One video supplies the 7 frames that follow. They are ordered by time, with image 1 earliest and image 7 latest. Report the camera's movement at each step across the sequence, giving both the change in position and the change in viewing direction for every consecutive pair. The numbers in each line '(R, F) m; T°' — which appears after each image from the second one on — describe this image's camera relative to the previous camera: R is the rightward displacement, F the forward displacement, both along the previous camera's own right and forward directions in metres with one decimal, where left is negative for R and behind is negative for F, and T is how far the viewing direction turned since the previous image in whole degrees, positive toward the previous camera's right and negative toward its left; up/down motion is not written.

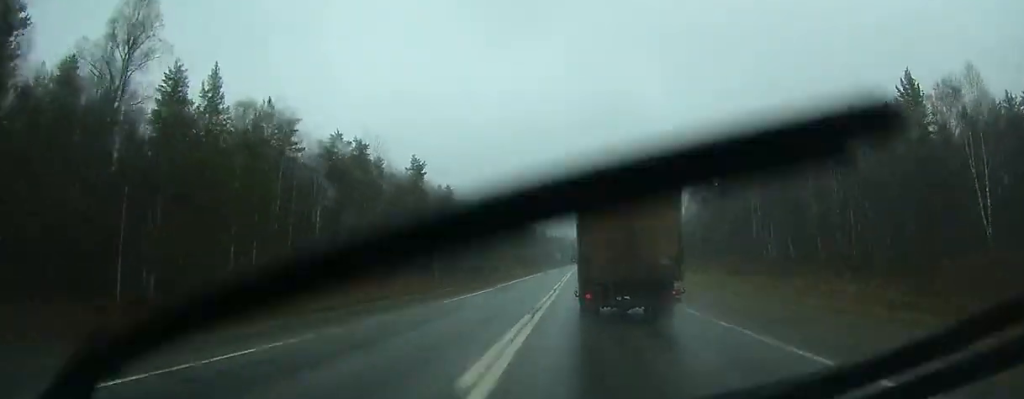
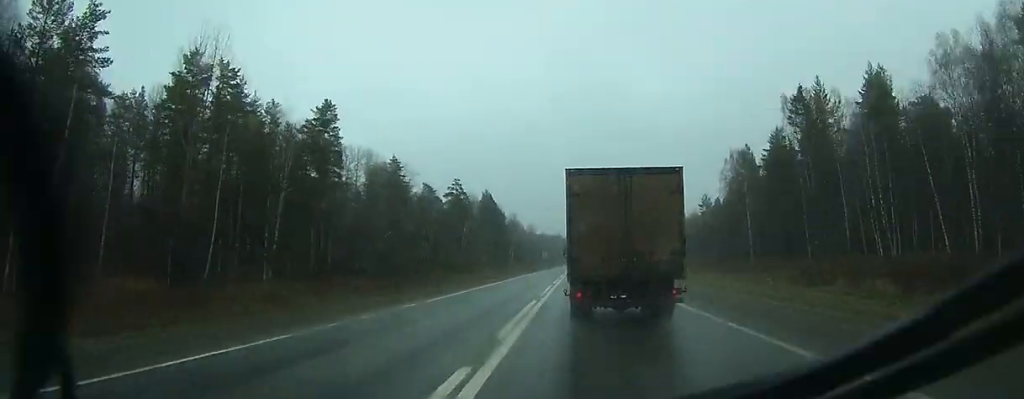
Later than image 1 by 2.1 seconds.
(+0.3, +43.9) m; +1°
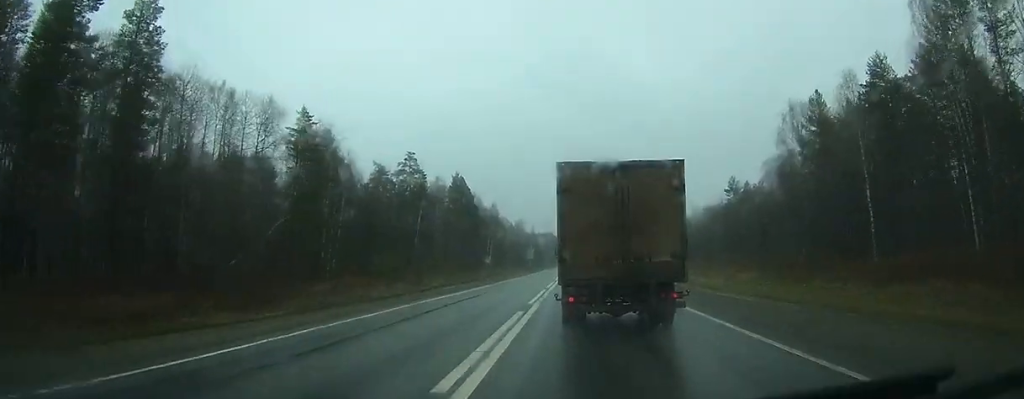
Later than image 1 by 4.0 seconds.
(+0.2, +39.8) m; 0°
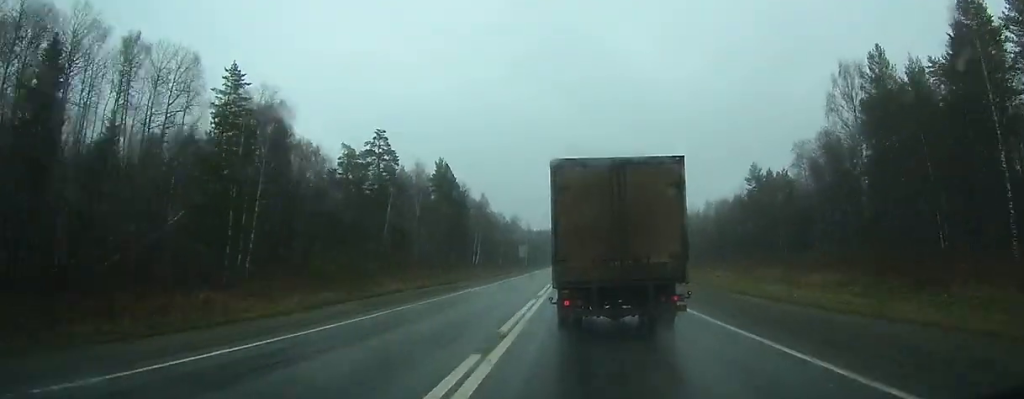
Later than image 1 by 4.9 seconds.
(0.0, +18.8) m; 0°
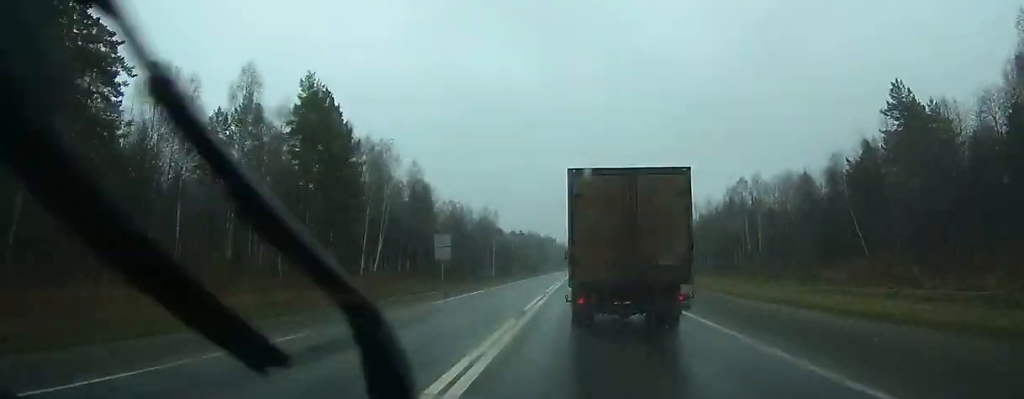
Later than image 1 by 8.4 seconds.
(0.0, +67.4) m; 0°
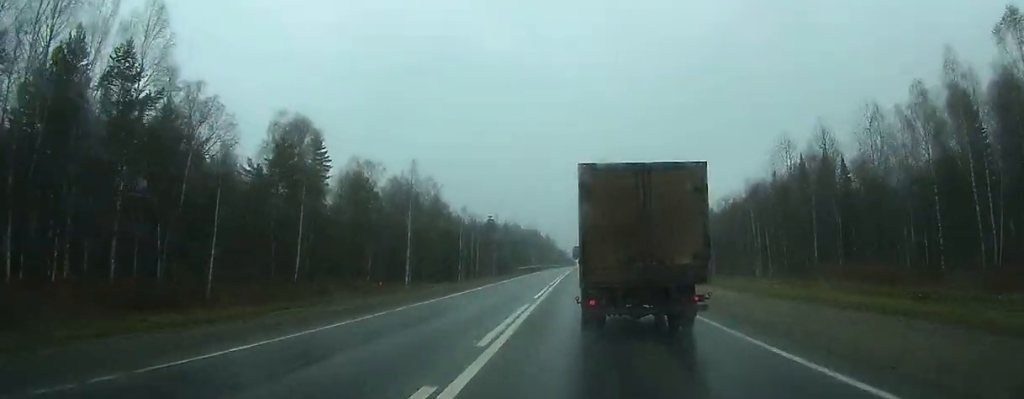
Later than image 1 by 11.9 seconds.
(+0.5, +66.8) m; +1°
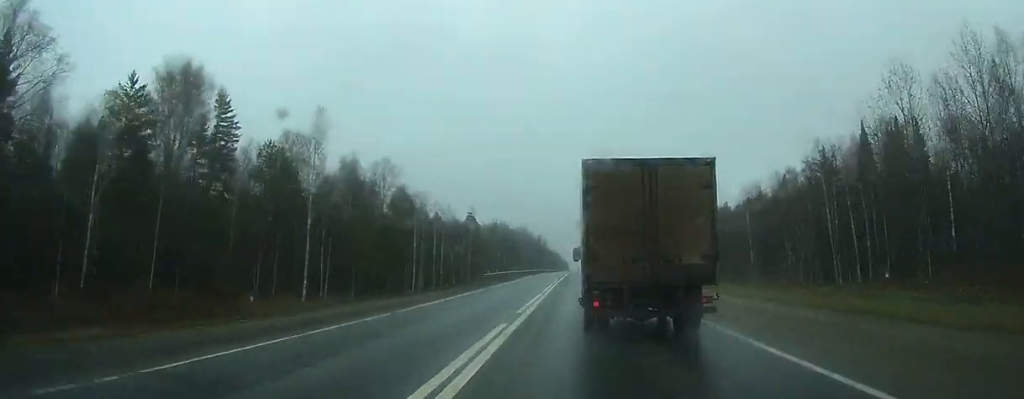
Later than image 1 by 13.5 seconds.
(+0.3, +28.7) m; +1°
